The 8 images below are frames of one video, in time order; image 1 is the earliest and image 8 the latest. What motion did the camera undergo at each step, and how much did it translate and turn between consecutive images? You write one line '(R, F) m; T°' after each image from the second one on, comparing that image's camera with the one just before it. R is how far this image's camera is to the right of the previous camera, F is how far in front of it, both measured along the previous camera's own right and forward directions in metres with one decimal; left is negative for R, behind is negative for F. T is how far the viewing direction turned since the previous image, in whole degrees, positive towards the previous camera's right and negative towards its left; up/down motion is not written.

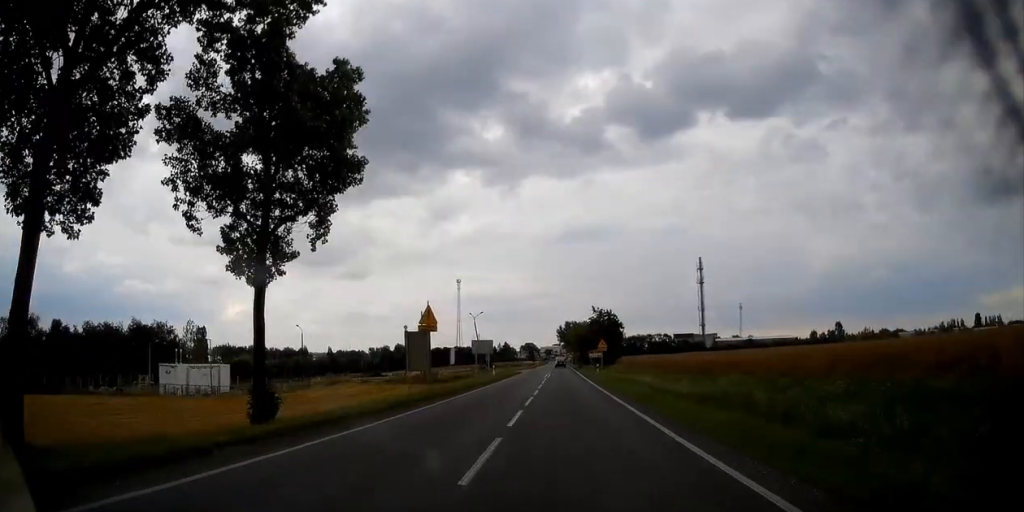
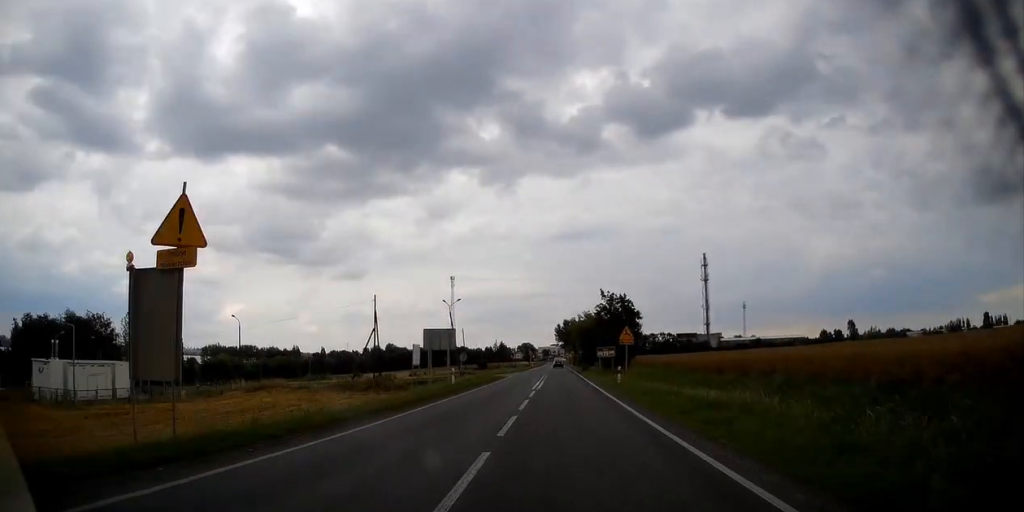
(+0.2, +19.5) m; +1°
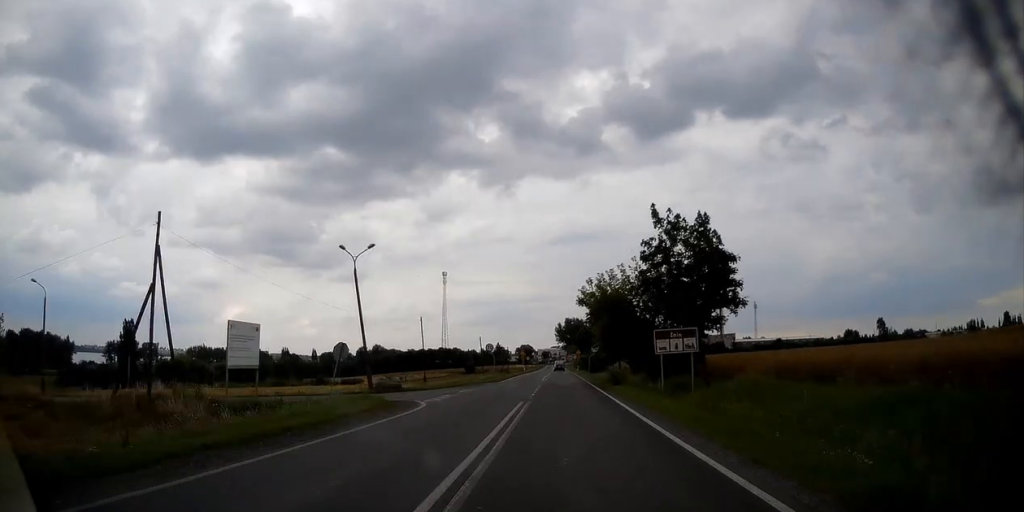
(-0.3, +34.1) m; -1°
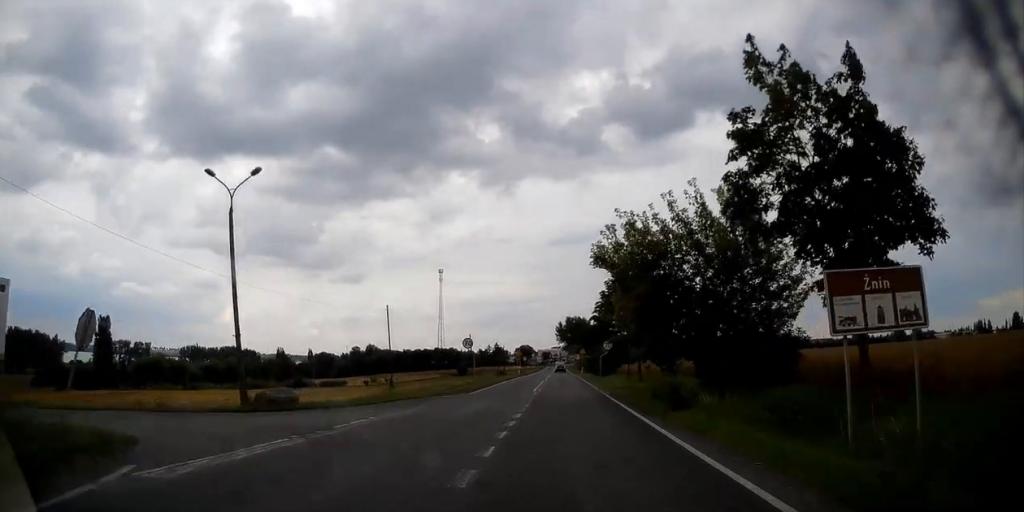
(0.0, +15.2) m; +1°
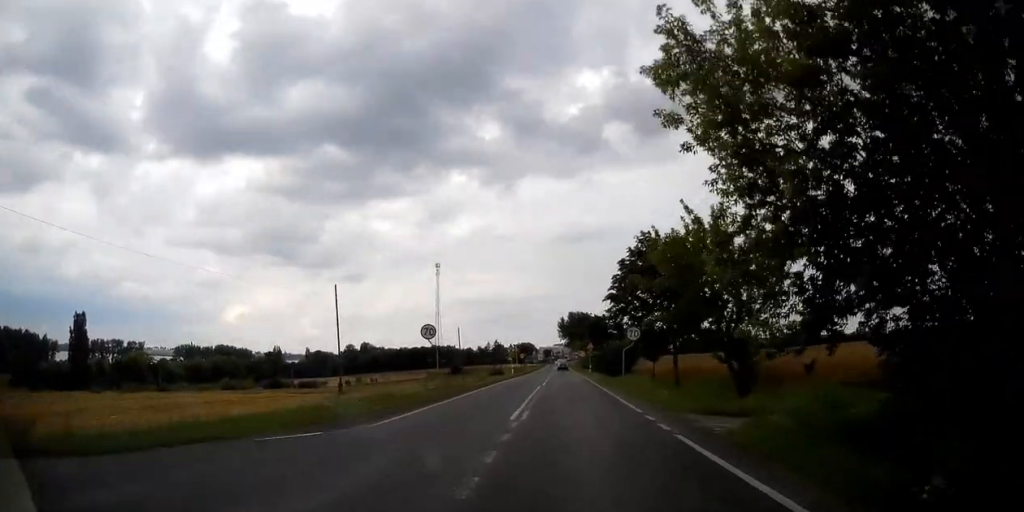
(+0.2, +14.7) m; +1°
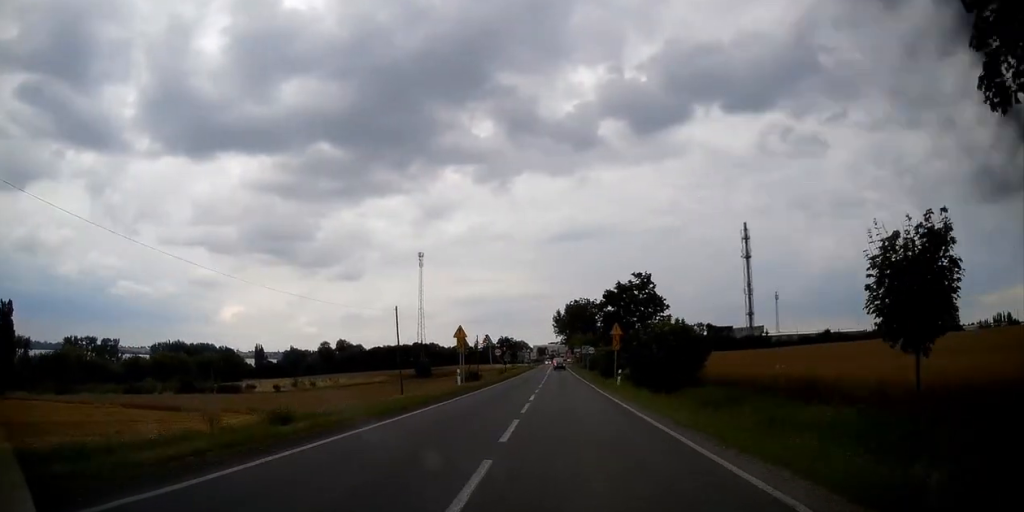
(-0.7, +35.3) m; -1°
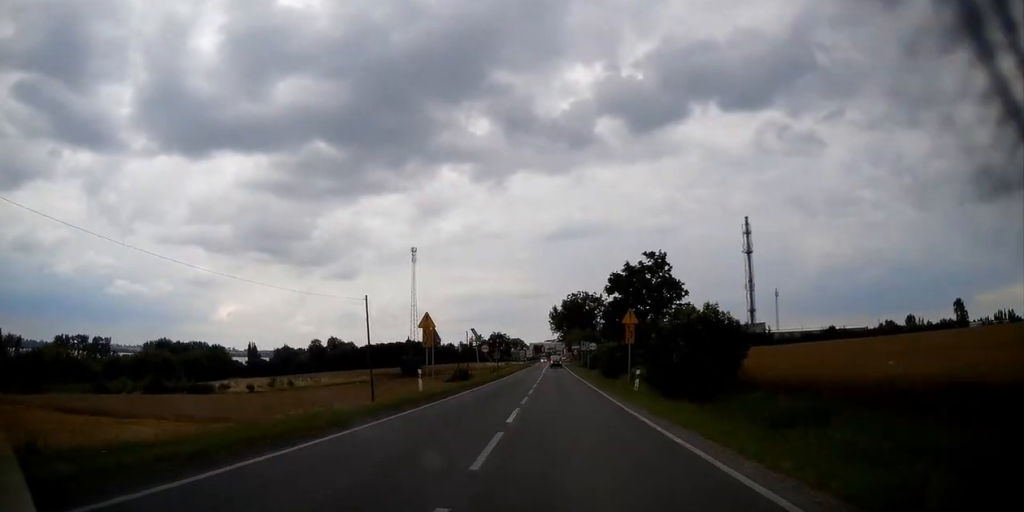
(+0.3, +8.7) m; 0°
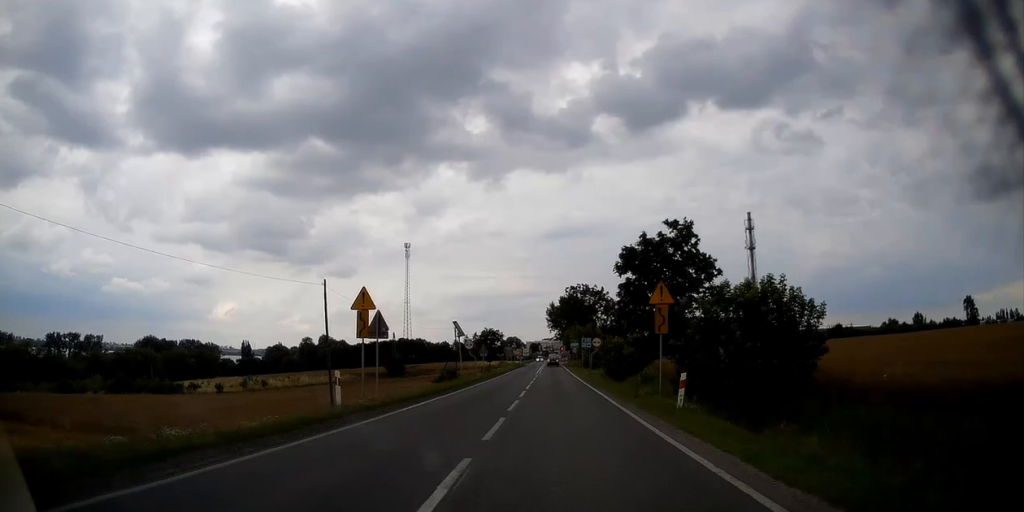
(+0.2, +9.3) m; 0°
